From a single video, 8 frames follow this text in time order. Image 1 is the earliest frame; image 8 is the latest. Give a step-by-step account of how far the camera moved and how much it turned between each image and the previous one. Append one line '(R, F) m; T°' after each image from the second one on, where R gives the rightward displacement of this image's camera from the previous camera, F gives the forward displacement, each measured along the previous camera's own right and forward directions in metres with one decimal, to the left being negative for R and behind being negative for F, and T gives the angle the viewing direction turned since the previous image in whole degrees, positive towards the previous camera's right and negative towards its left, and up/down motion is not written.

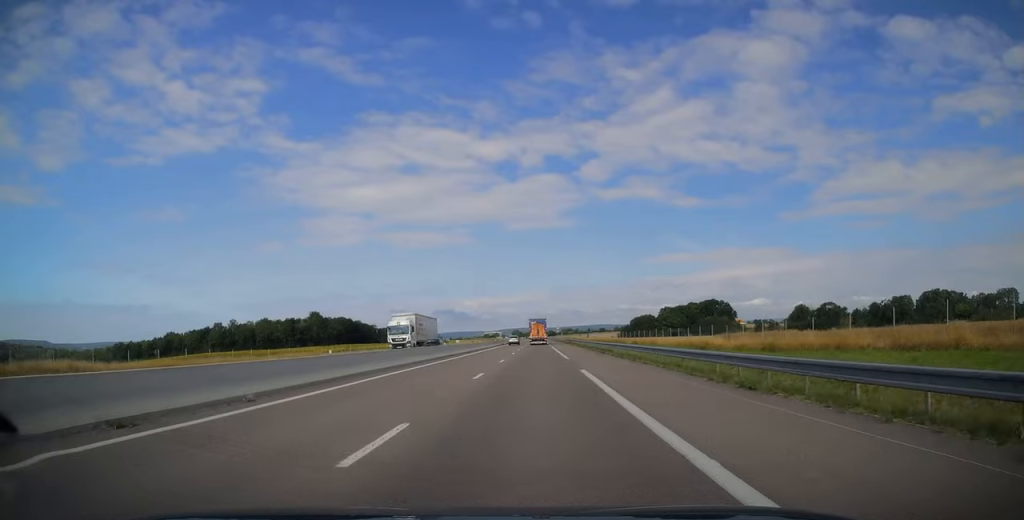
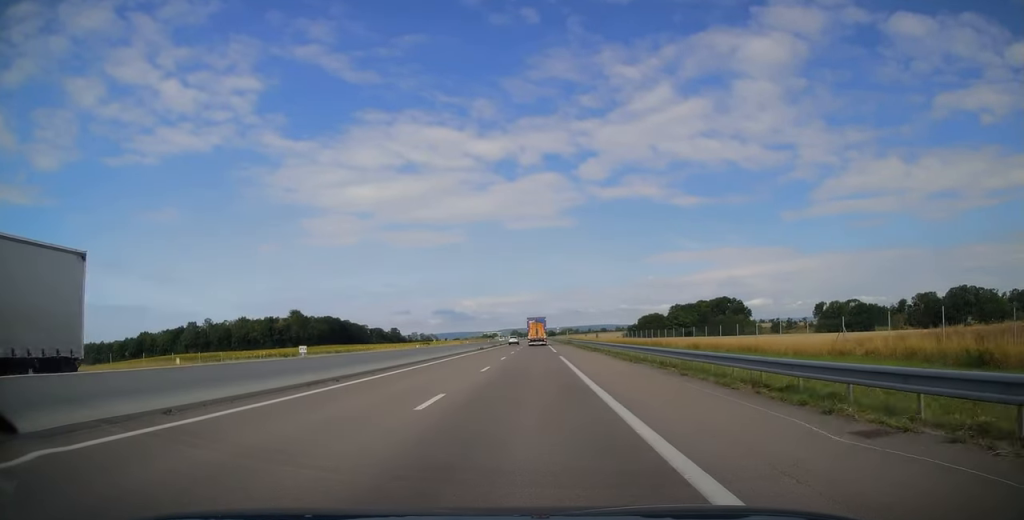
(0.0, +33.9) m; 0°
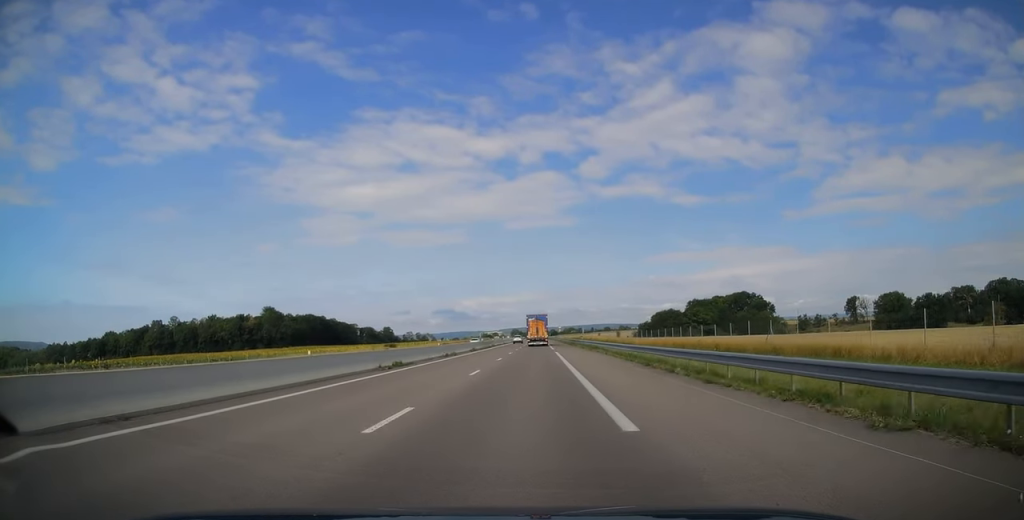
(-0.4, +41.7) m; -1°
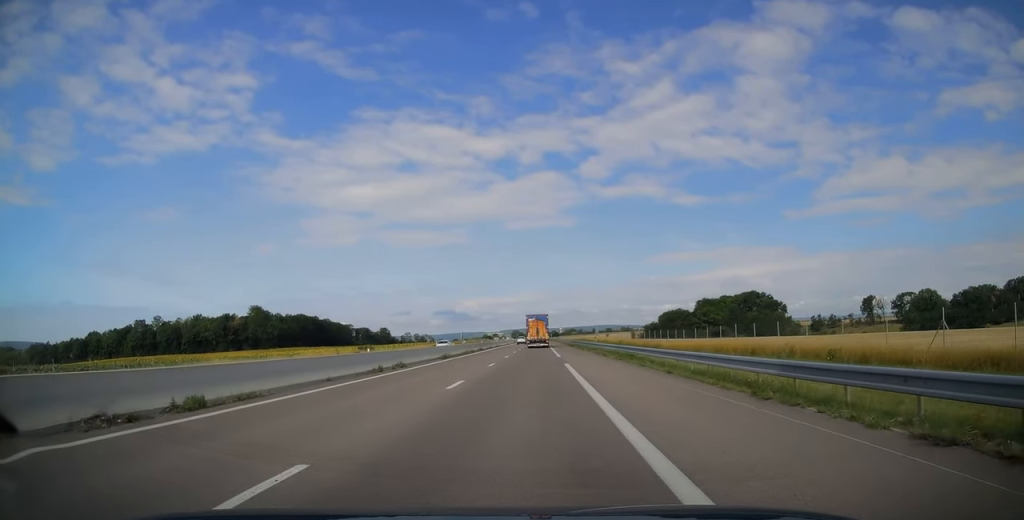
(-0.1, +18.2) m; 0°
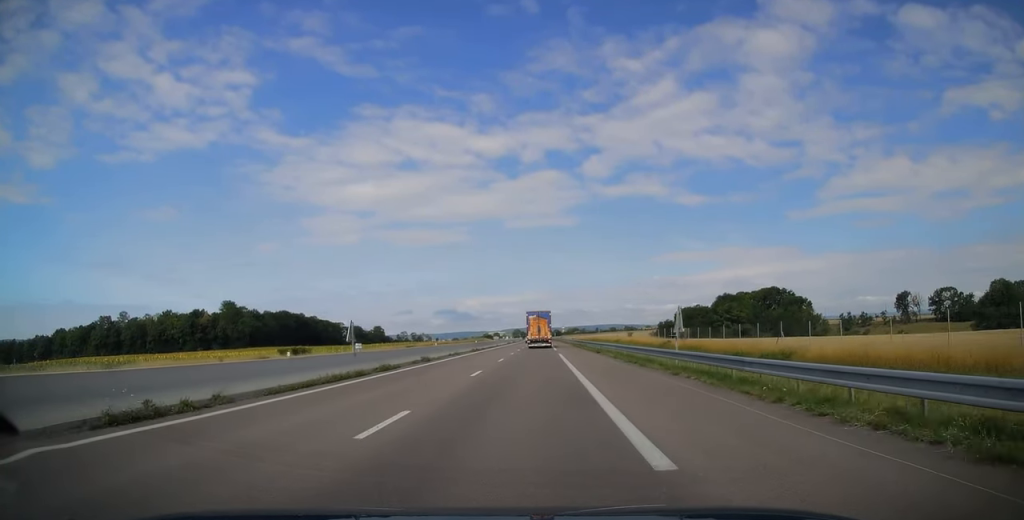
(+0.4, +33.9) m; 0°
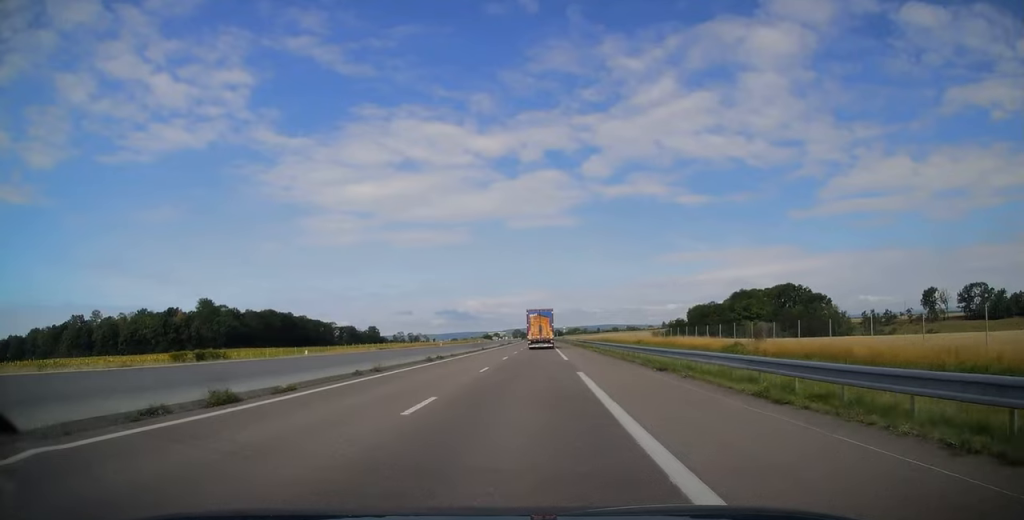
(-0.1, +23.5) m; -1°
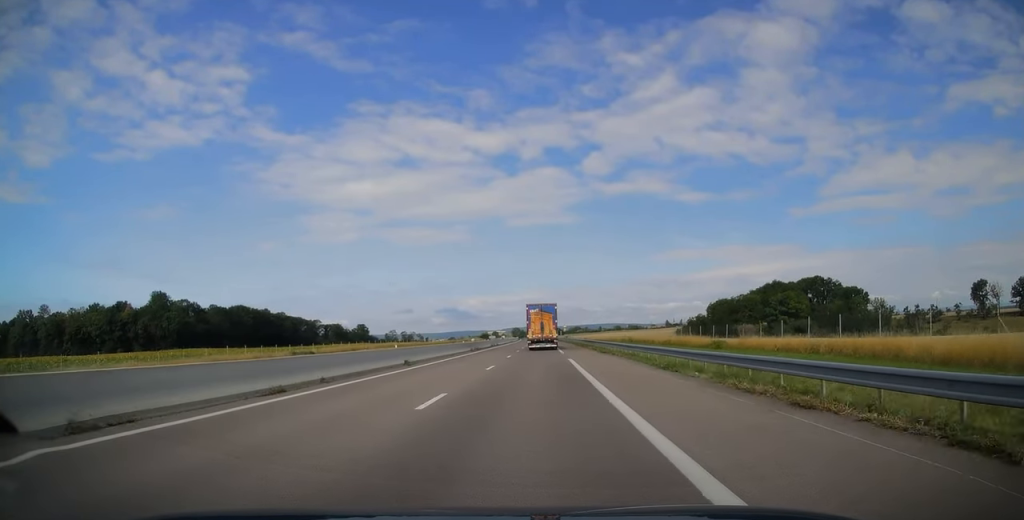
(-0.4, +38.8) m; -1°
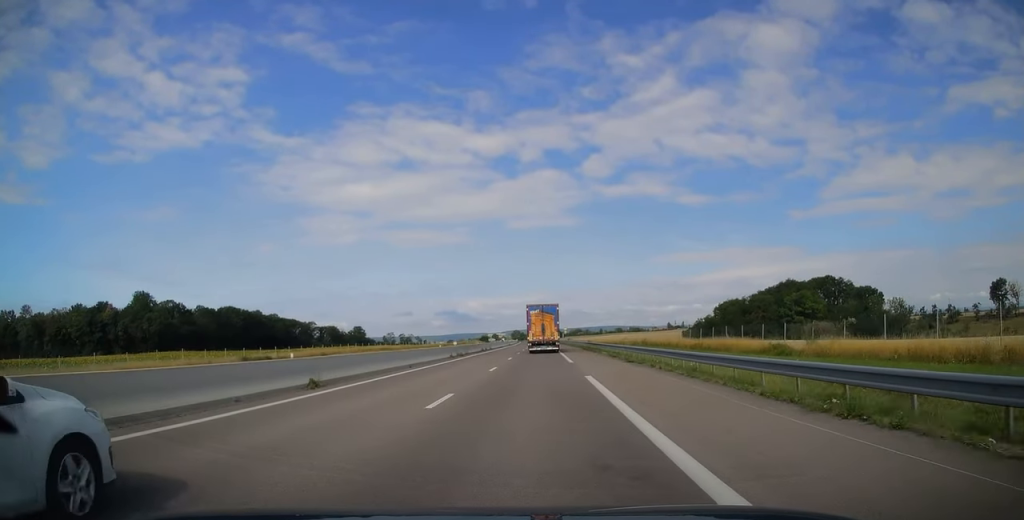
(0.0, +12.7) m; 0°
